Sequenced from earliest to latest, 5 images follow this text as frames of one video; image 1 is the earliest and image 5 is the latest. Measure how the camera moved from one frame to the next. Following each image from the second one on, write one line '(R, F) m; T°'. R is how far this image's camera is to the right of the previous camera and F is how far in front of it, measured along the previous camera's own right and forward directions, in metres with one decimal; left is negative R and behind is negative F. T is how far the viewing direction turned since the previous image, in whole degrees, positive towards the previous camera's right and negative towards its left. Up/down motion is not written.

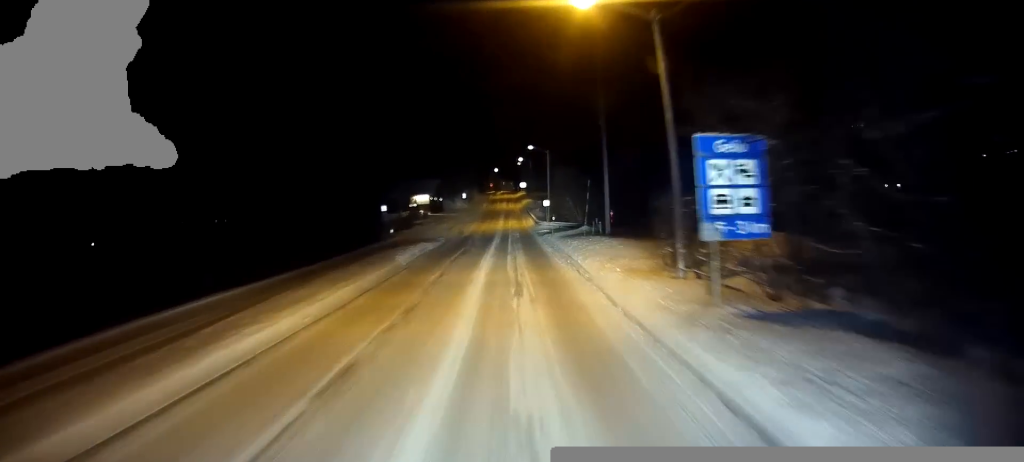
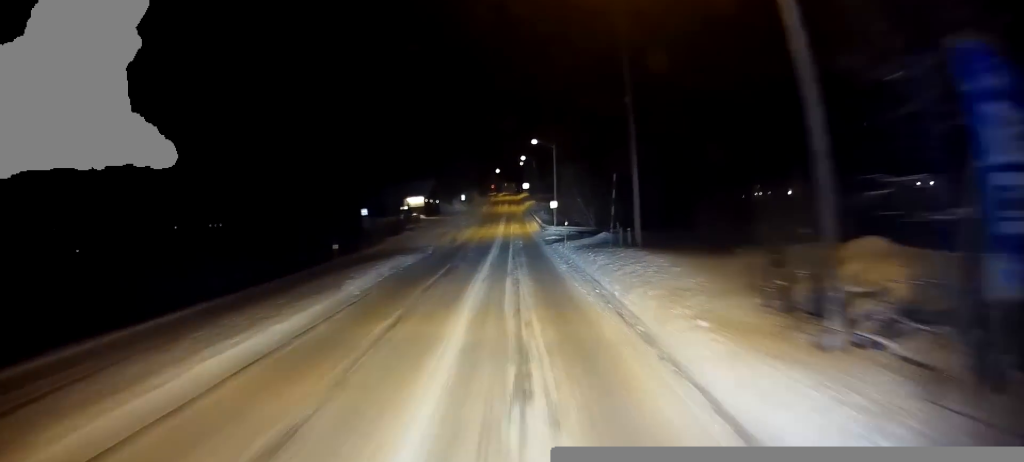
(0.0, +7.4) m; 0°
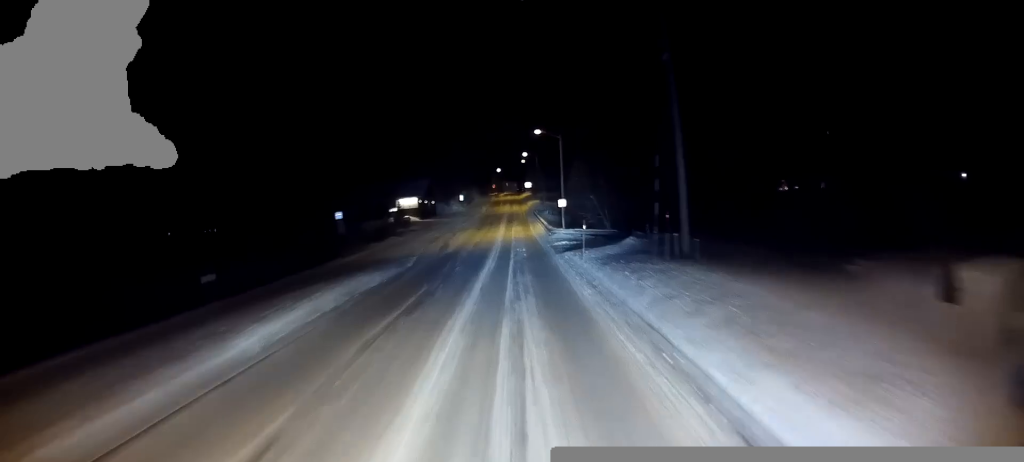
(0.0, +7.0) m; 0°
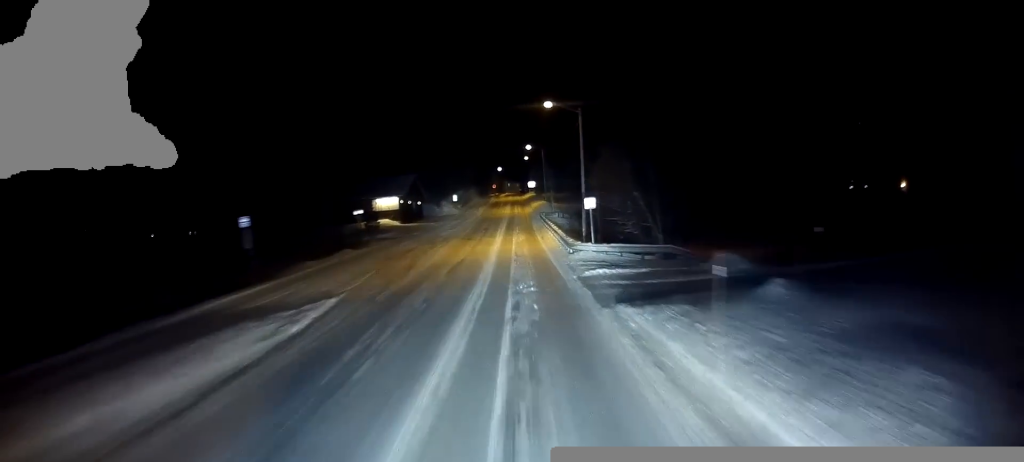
(-0.1, +14.5) m; 0°
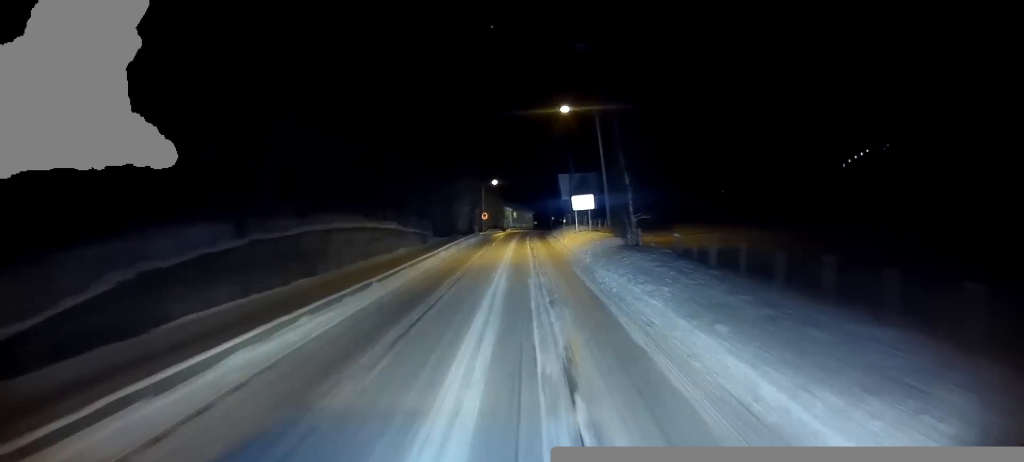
(-1.6, +88.4) m; -1°
